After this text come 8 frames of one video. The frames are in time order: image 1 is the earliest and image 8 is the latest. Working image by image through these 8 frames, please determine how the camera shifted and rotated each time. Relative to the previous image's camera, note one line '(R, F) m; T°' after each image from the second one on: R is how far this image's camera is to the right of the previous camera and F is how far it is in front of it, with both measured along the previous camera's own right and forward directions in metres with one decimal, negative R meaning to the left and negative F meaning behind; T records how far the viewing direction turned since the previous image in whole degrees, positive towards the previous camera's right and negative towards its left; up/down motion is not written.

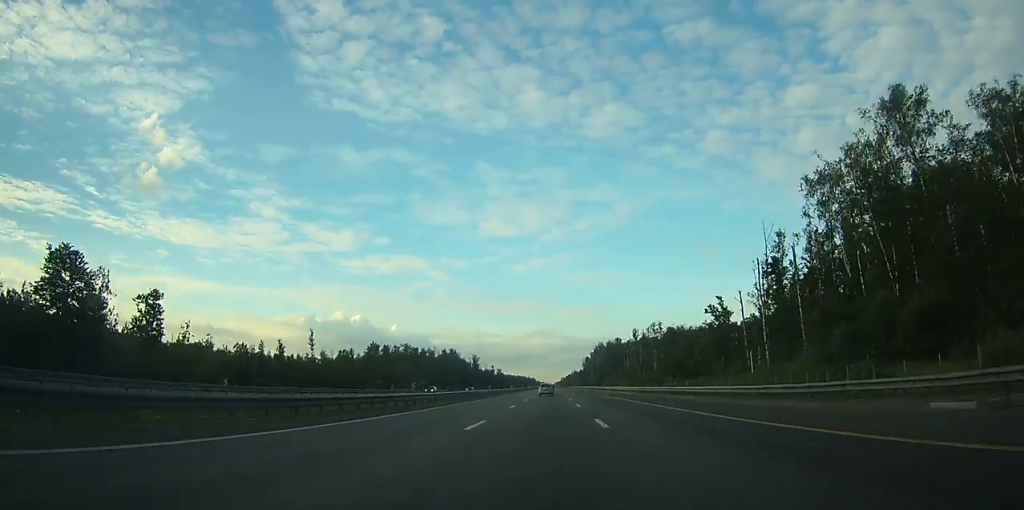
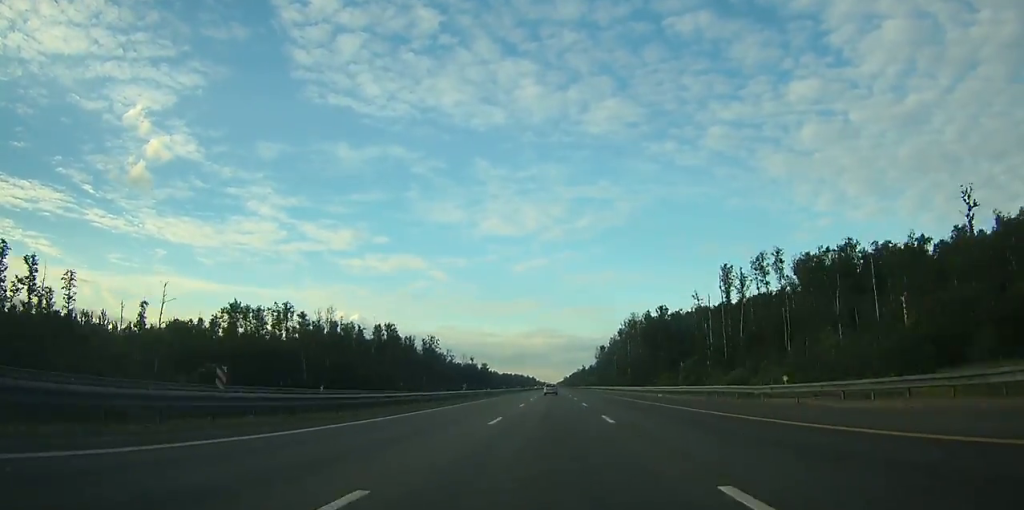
(-0.4, +136.7) m; 0°
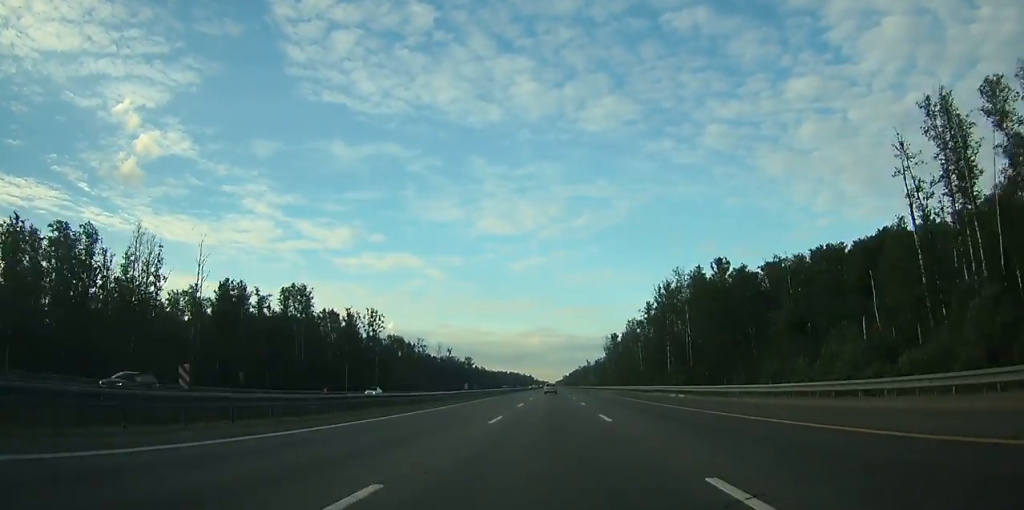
(+0.1, +79.9) m; 0°
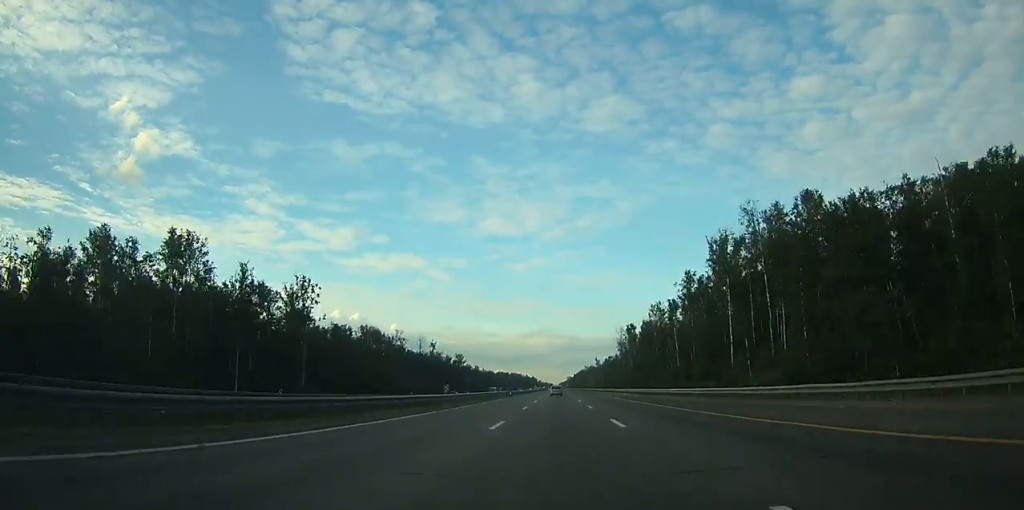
(0.0, +51.3) m; 0°
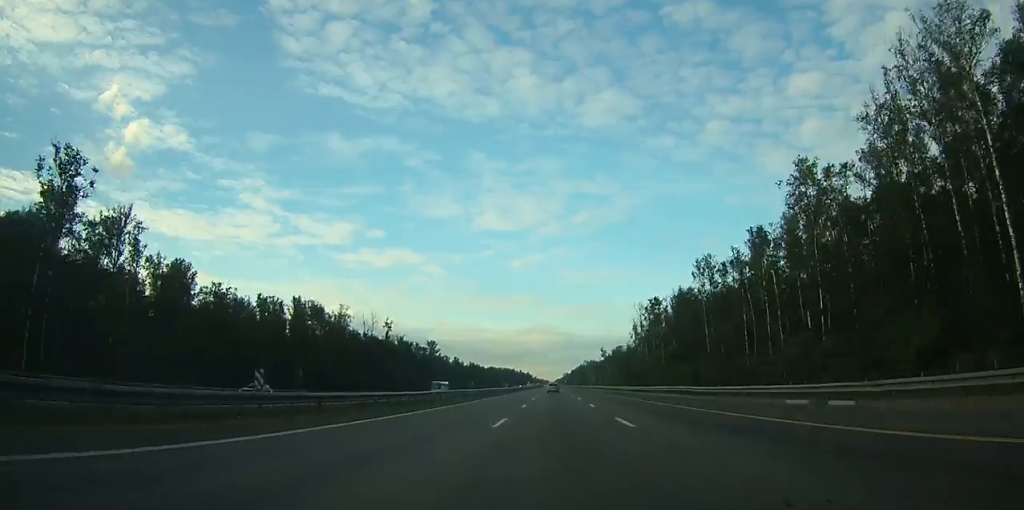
(-0.1, +71.0) m; 0°
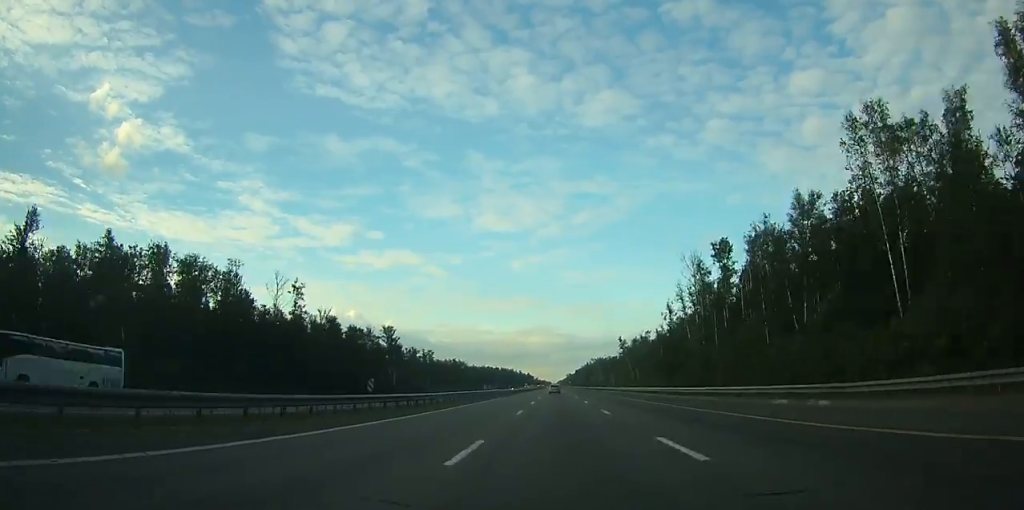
(-0.1, +71.9) m; 0°
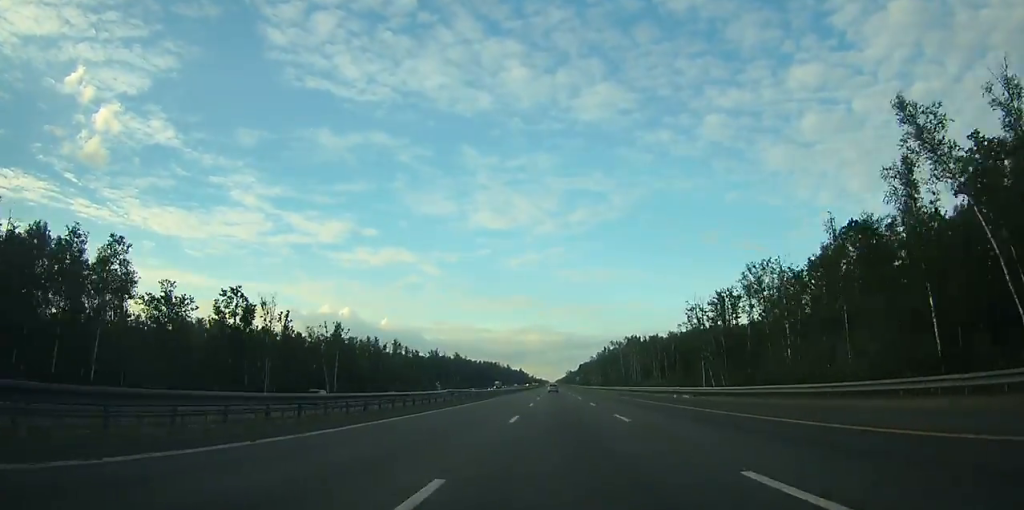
(-0.1, +181.6) m; 0°
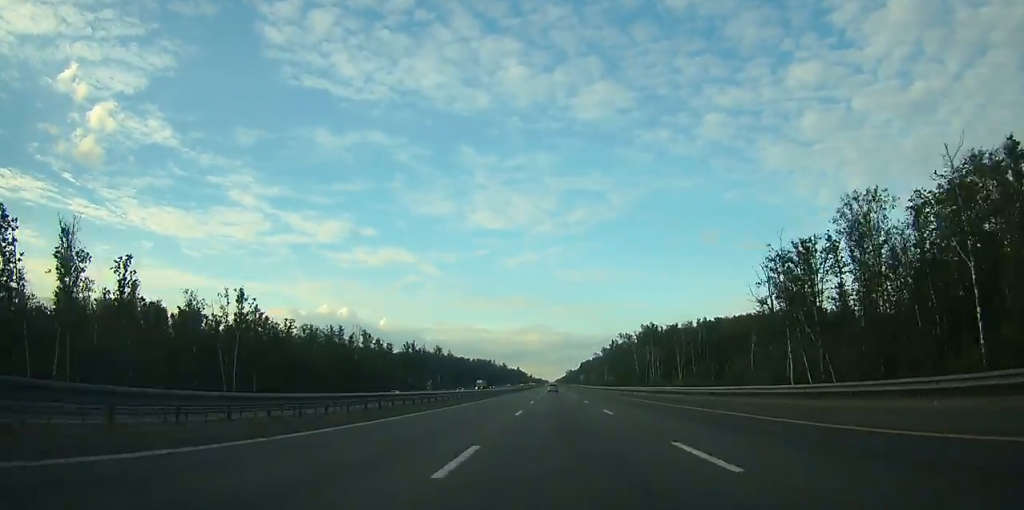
(0.0, +44.6) m; 0°
